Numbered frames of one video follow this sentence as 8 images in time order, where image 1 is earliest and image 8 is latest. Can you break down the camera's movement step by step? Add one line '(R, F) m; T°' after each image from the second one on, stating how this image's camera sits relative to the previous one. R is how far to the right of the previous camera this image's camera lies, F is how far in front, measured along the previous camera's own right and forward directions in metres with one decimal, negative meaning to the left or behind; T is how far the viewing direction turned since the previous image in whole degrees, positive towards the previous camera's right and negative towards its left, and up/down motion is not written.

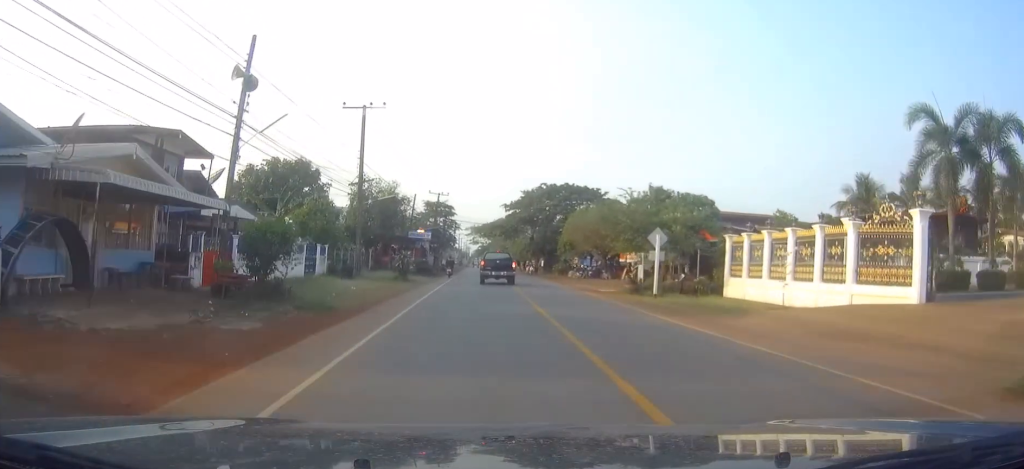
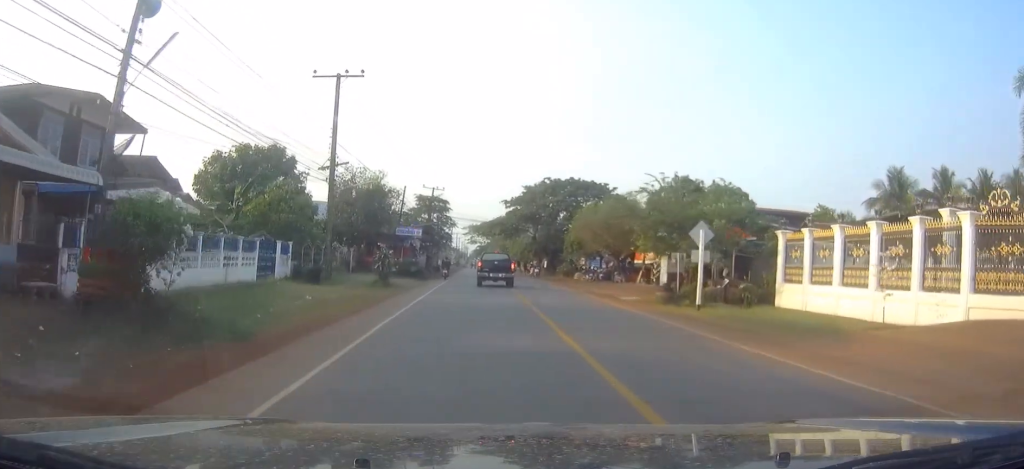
(0.0, +6.9) m; -1°
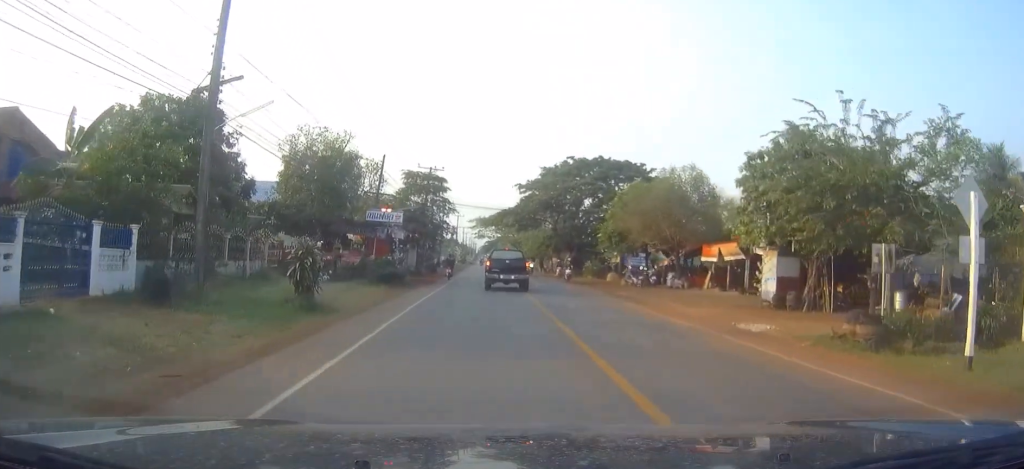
(-0.2, +15.0) m; -1°
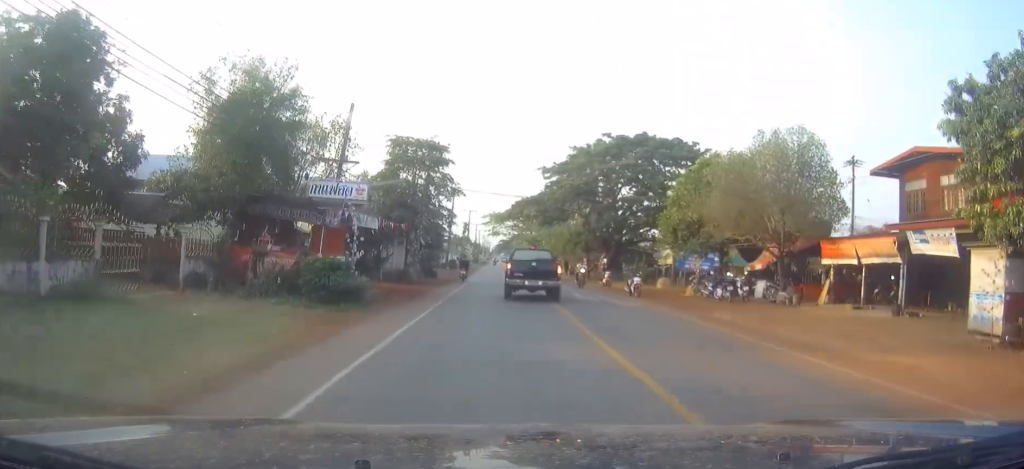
(0.0, +13.1) m; 0°
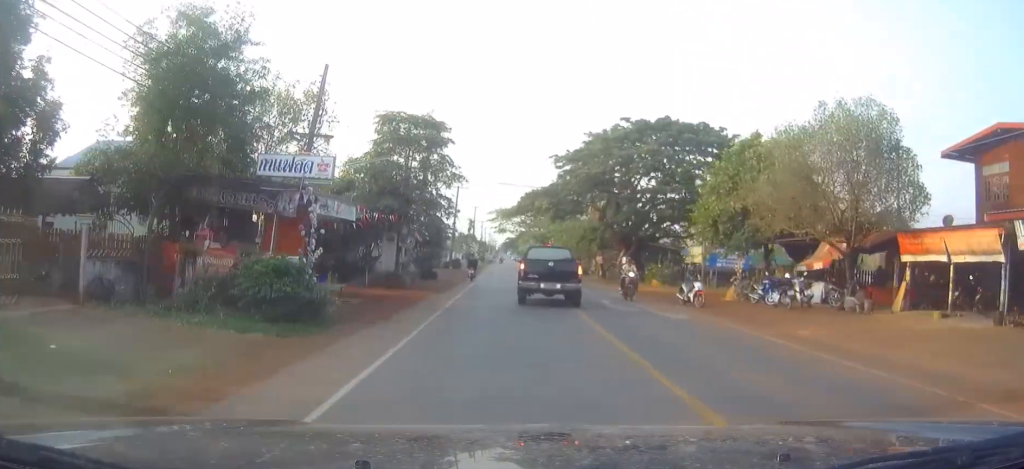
(0.0, +5.3) m; 0°
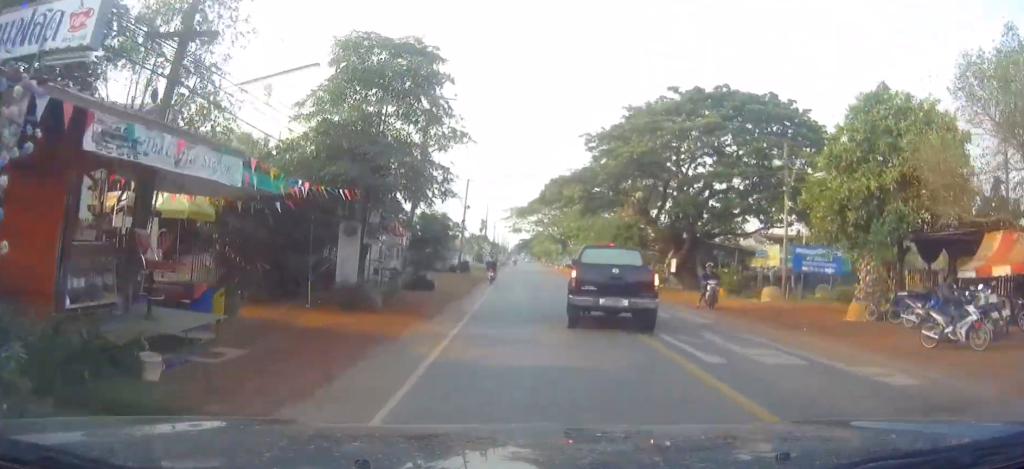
(0.0, +10.6) m; 0°
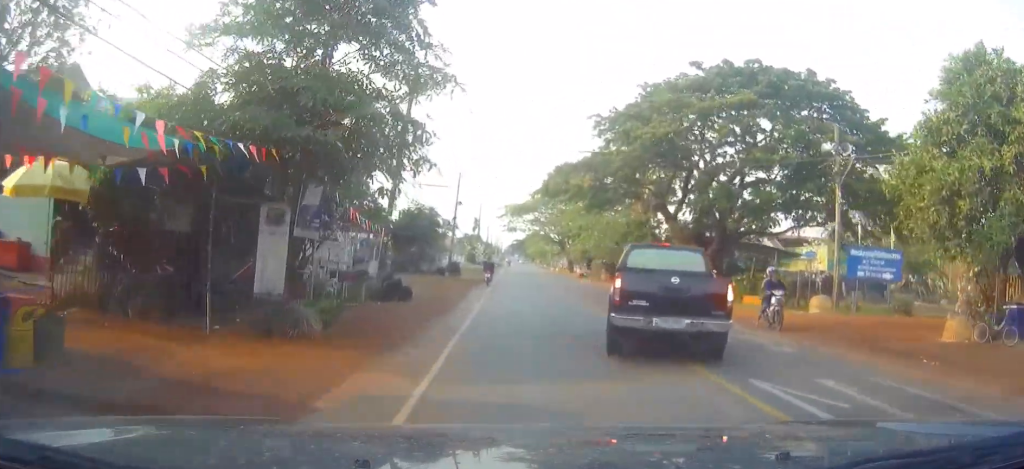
(0.0, +5.7) m; +1°
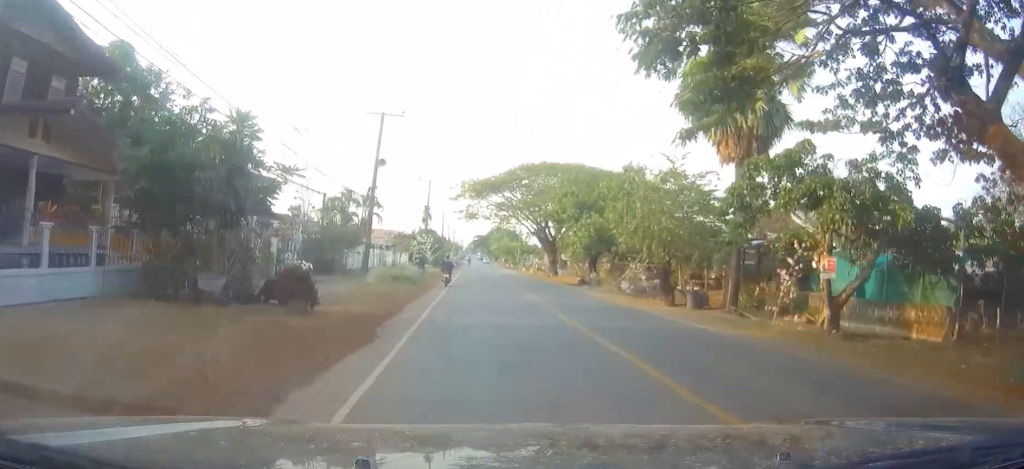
(+0.8, +28.0) m; +1°
